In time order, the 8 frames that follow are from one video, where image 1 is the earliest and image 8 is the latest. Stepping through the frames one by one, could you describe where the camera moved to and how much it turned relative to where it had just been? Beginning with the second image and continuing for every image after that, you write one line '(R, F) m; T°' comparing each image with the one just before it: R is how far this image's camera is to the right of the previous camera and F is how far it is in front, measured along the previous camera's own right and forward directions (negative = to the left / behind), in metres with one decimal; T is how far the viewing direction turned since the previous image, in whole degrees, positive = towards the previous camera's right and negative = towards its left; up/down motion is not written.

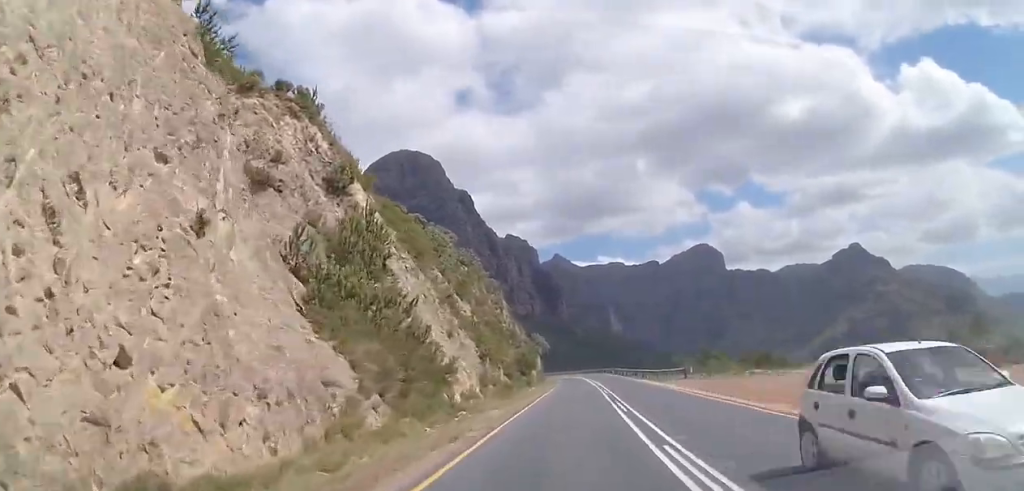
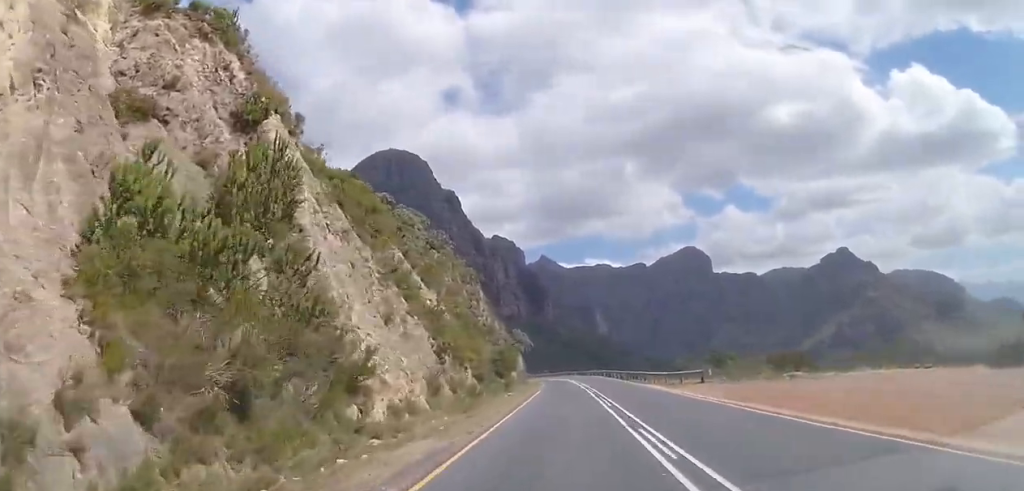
(+0.2, +9.4) m; +1°
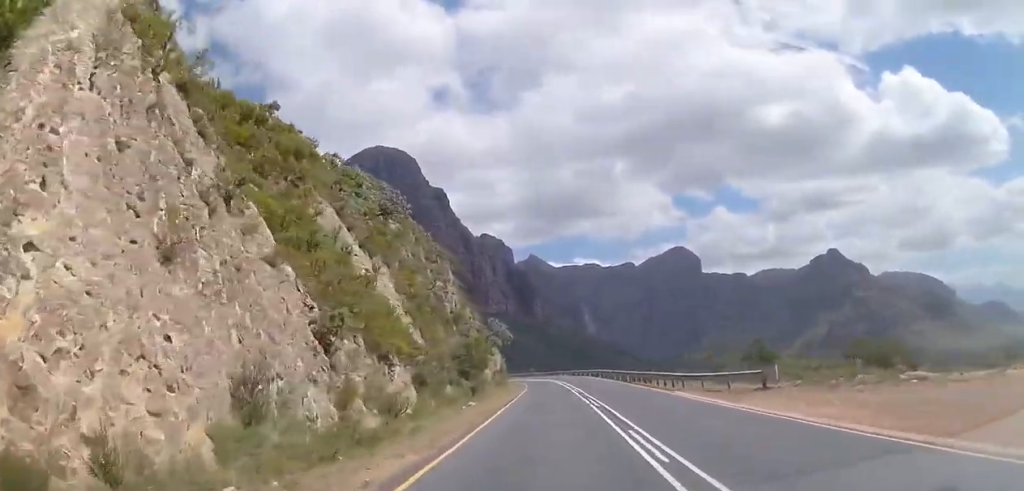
(+0.1, +12.8) m; +2°
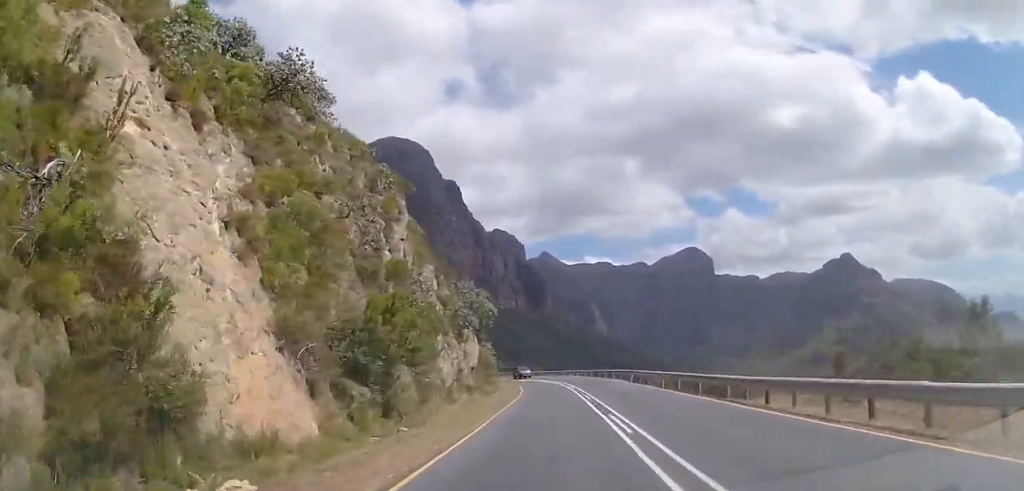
(+0.3, +21.1) m; -1°
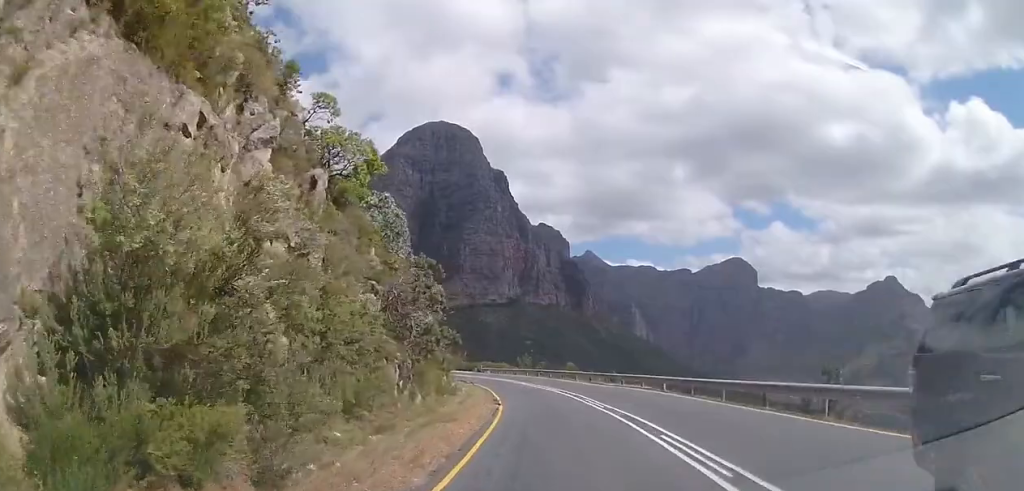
(-1.3, +41.7) m; -4°
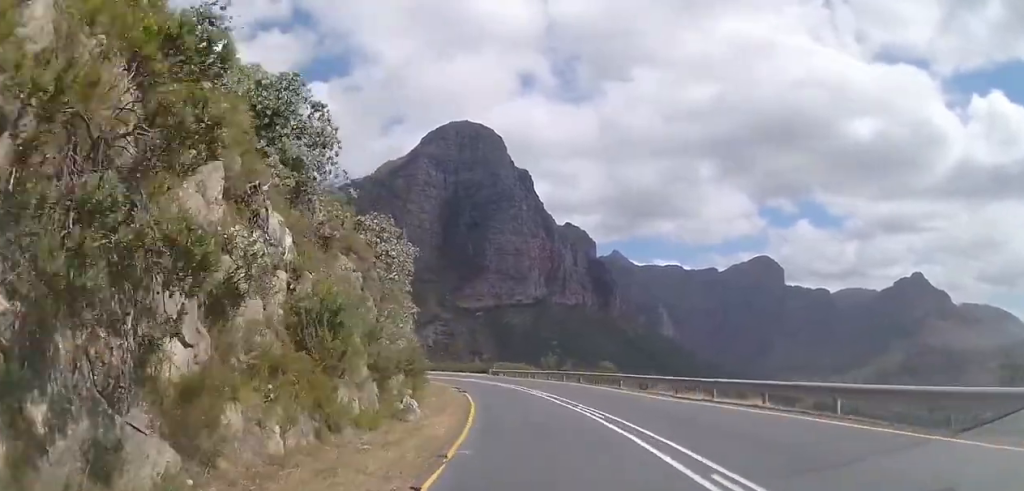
(-0.7, +16.5) m; -4°
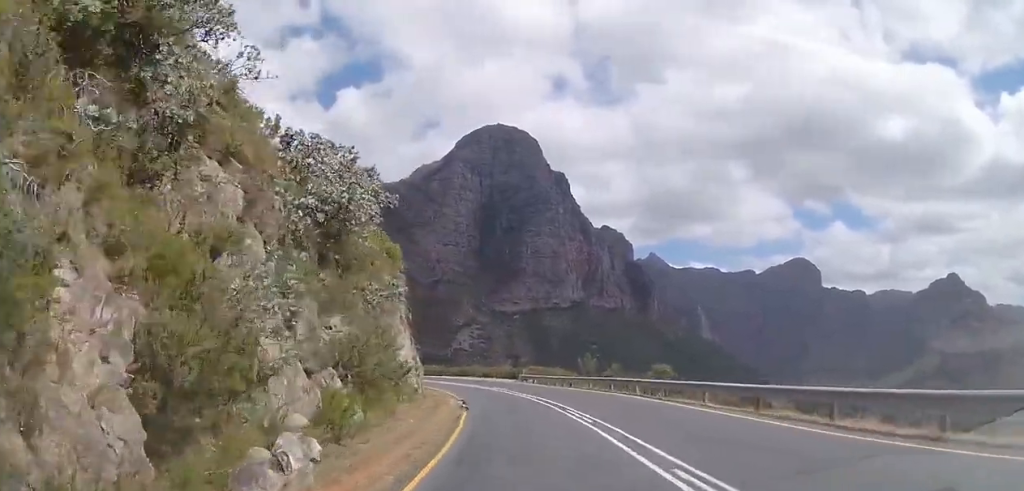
(-0.3, +11.3) m; -3°
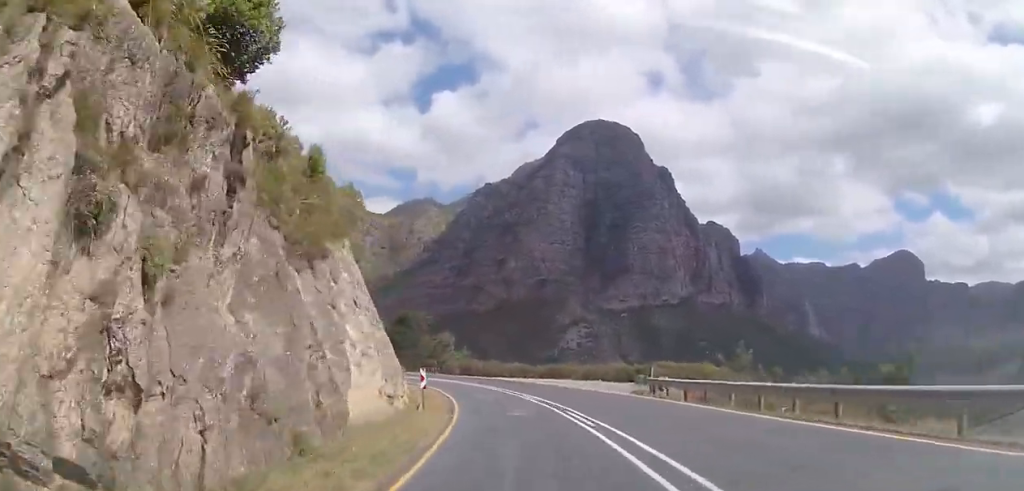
(-1.8, +26.3) m; -9°
